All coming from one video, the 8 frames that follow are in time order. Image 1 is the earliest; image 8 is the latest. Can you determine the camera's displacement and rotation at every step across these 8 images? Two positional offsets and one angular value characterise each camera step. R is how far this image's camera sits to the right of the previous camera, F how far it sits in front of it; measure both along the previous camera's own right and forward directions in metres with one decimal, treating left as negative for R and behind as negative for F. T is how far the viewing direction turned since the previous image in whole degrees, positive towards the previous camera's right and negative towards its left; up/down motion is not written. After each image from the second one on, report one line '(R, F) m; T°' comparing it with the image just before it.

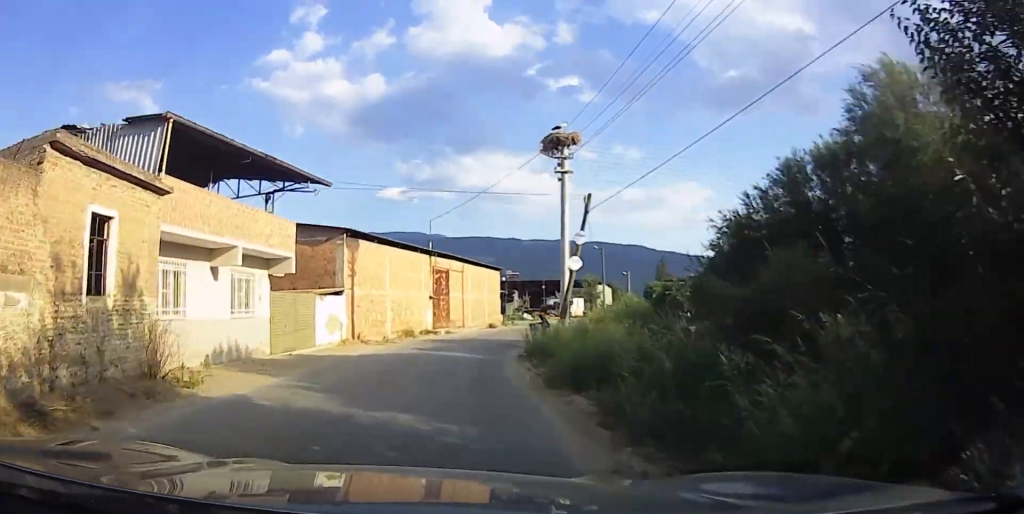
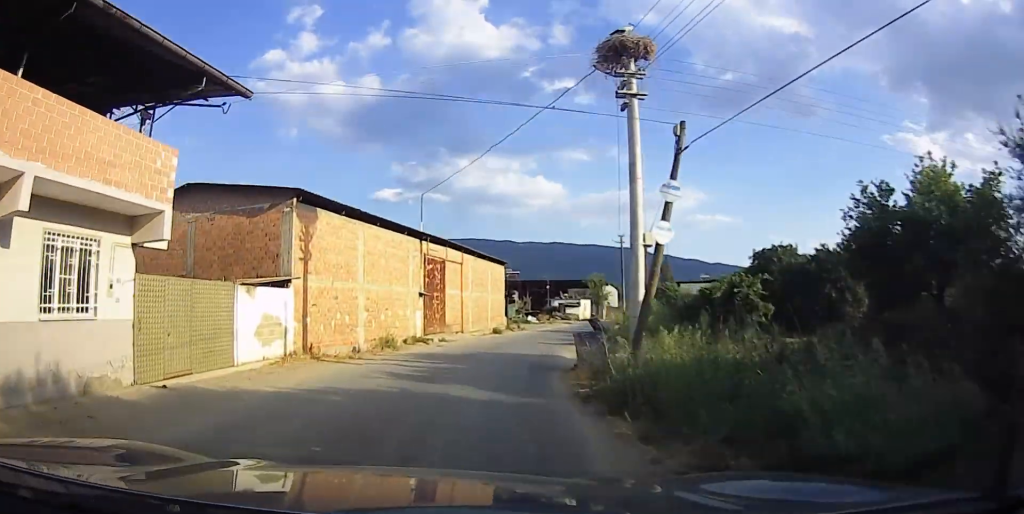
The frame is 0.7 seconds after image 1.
(+0.3, +8.6) m; -4°
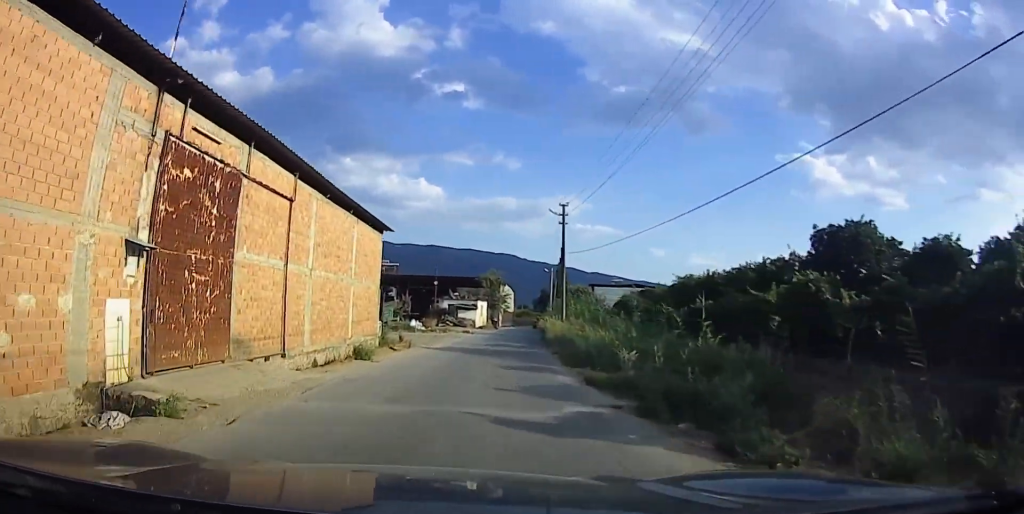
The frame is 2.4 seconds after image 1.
(+0.4, +18.7) m; +8°
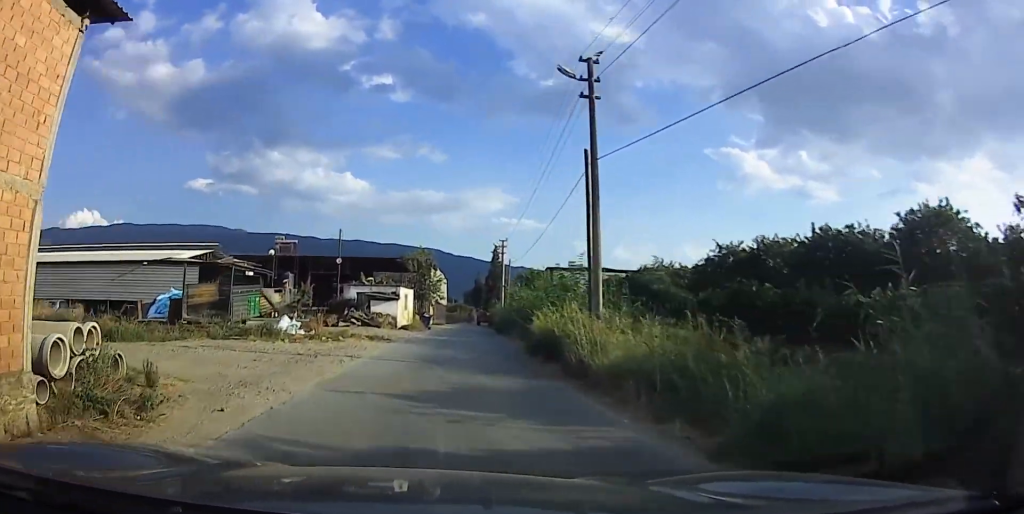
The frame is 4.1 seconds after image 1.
(+0.8, +20.3) m; +6°
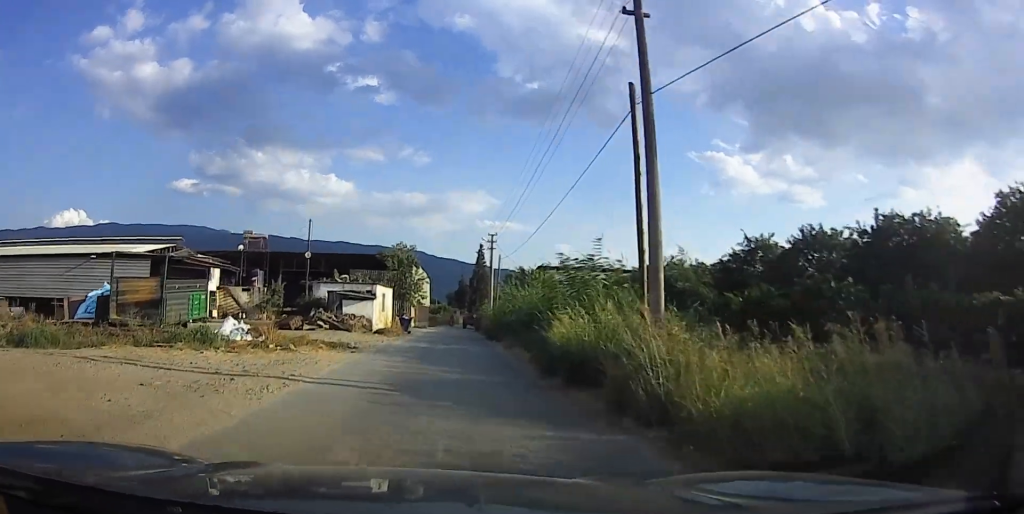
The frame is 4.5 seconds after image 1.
(+0.3, +5.4) m; +5°
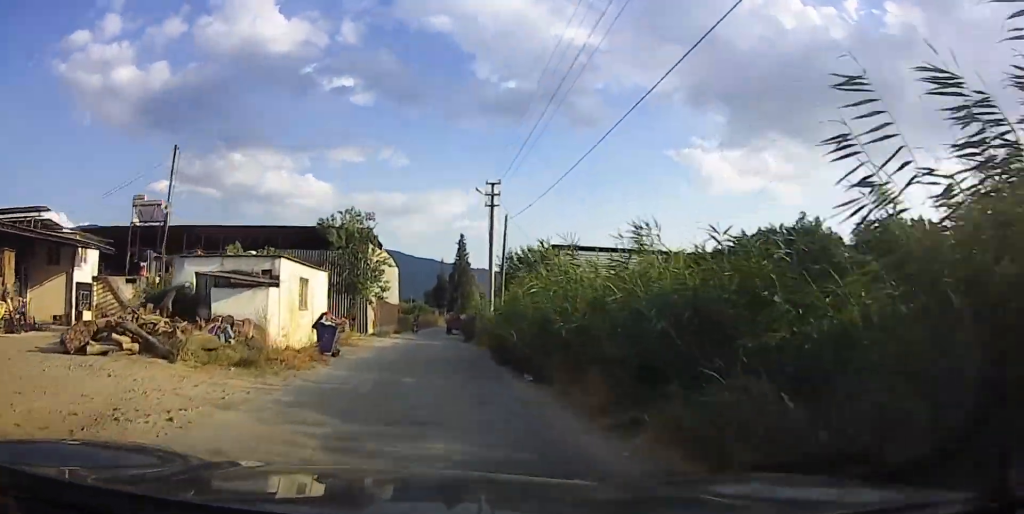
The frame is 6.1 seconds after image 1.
(+1.8, +18.8) m; +5°
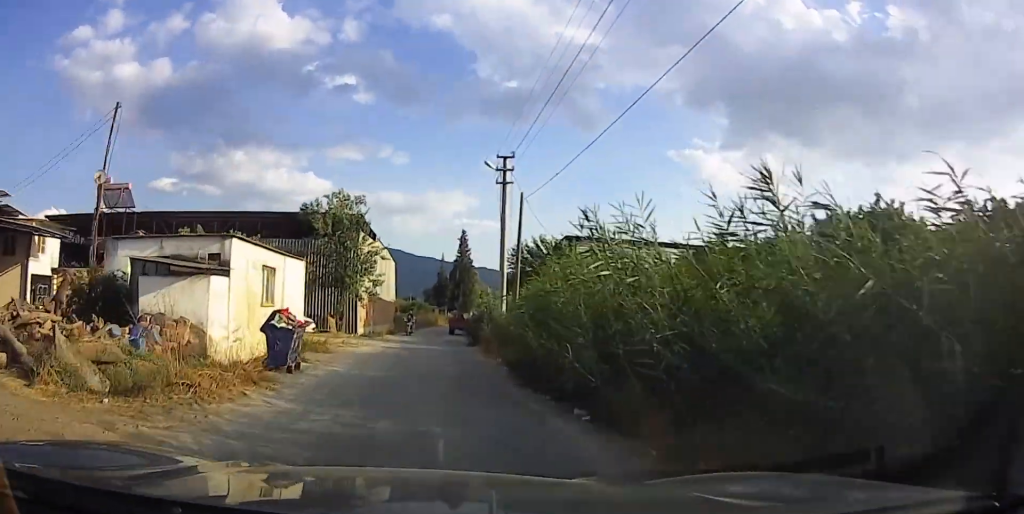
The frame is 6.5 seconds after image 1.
(-0.4, +5.0) m; 0°
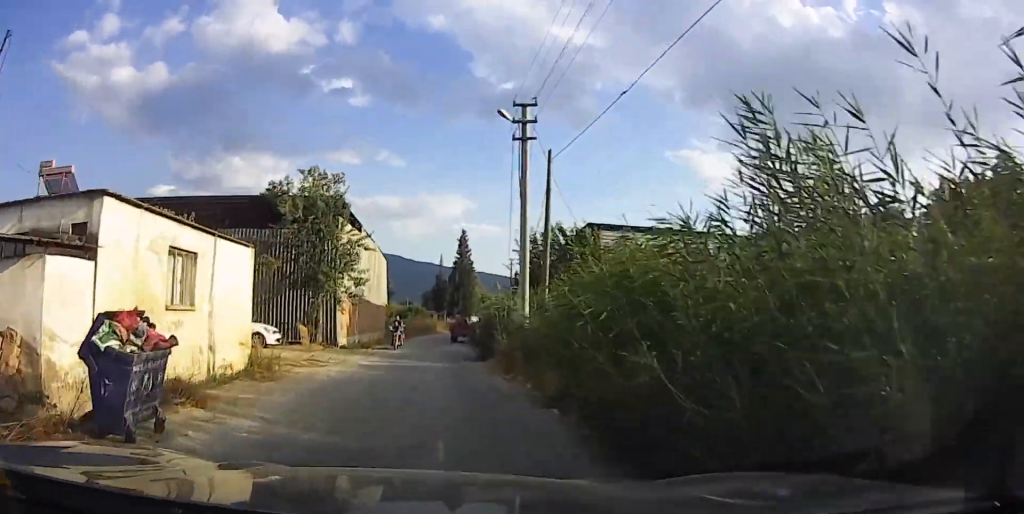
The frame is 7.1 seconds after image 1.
(-0.1, +6.5) m; +1°
